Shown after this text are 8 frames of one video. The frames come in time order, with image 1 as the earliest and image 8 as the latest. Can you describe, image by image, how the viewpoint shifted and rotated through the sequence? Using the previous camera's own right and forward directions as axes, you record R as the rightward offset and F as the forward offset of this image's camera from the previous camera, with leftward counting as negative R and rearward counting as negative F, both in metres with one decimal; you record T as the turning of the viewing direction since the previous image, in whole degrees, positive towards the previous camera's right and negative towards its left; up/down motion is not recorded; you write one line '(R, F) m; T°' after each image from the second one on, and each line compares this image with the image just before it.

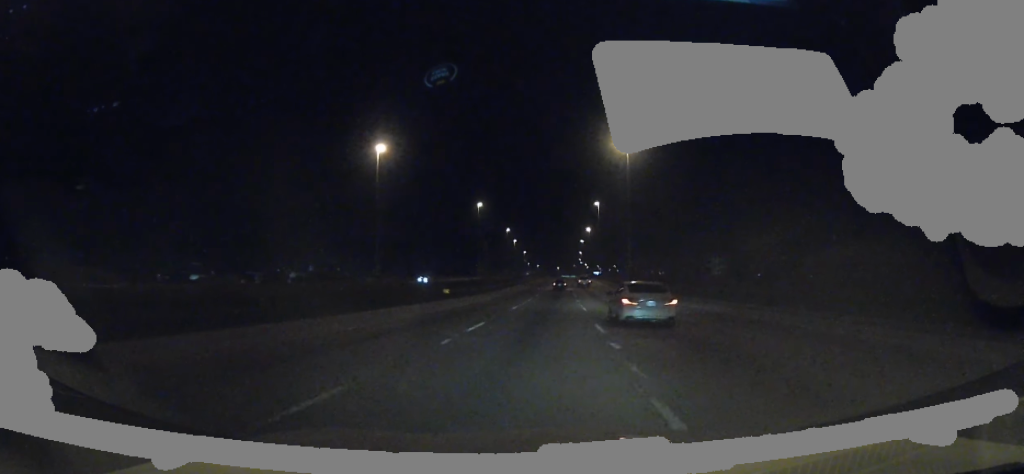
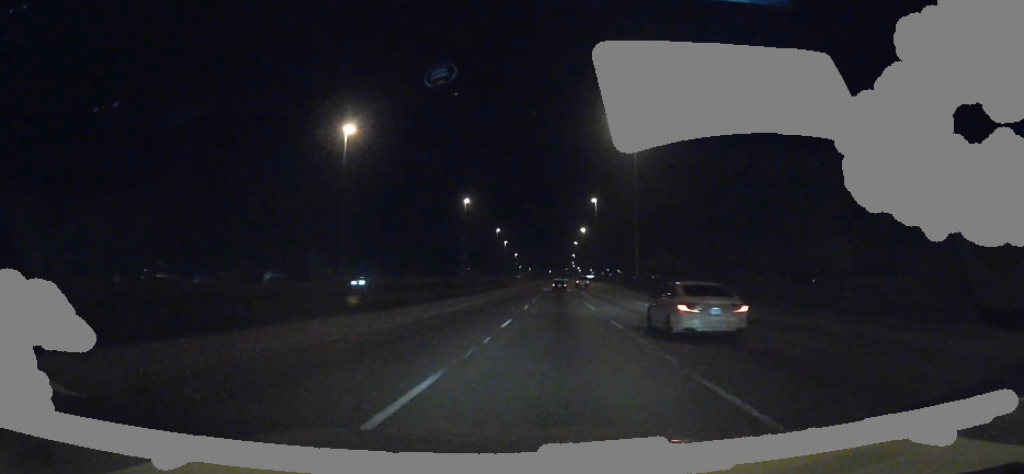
(0.0, +22.3) m; 0°
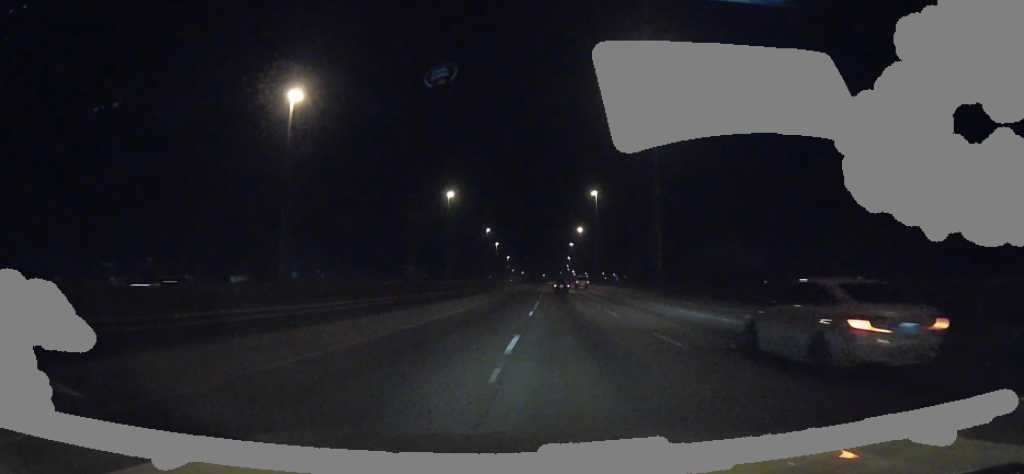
(-0.1, +30.8) m; +1°
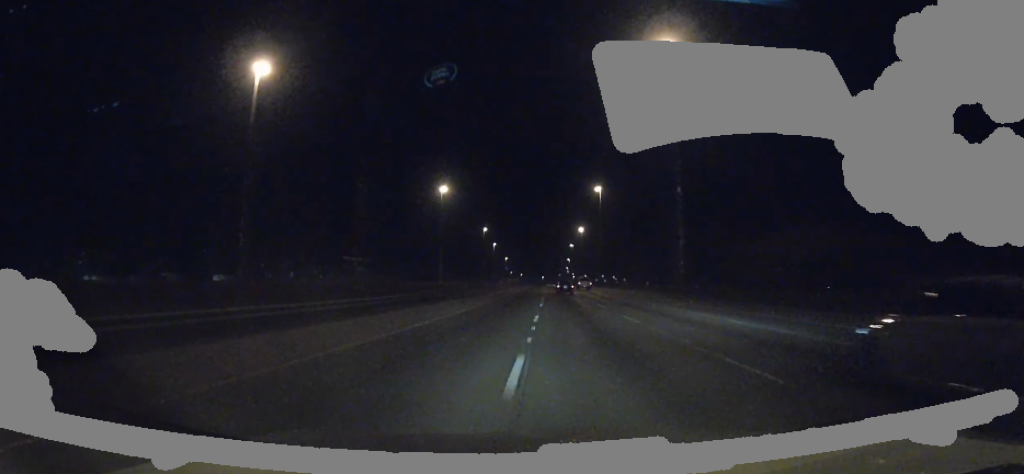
(+0.2, +16.8) m; 0°
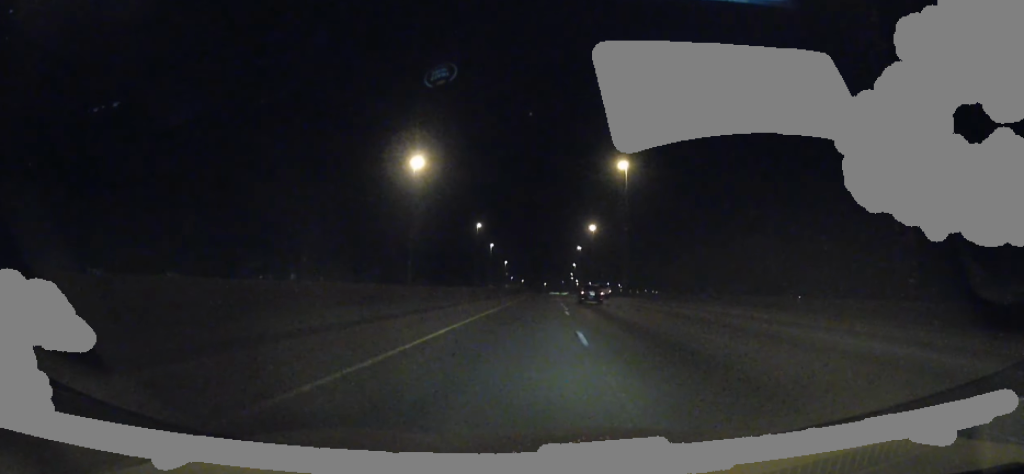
(0.0, +55.2) m; 0°
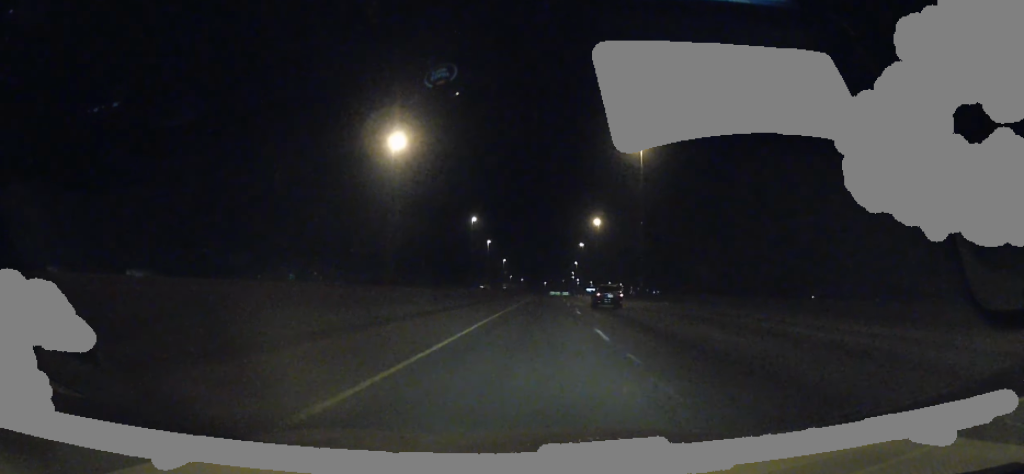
(0.0, +22.5) m; 0°
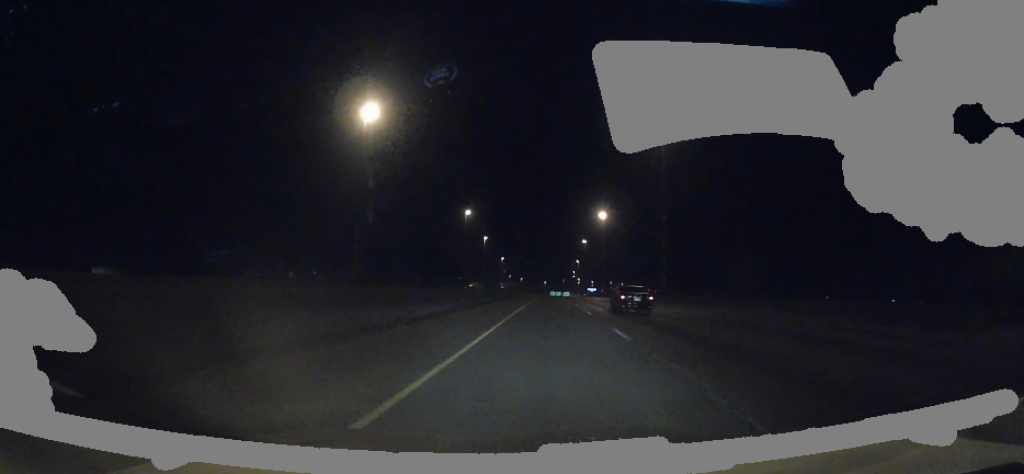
(+0.2, +24.8) m; 0°
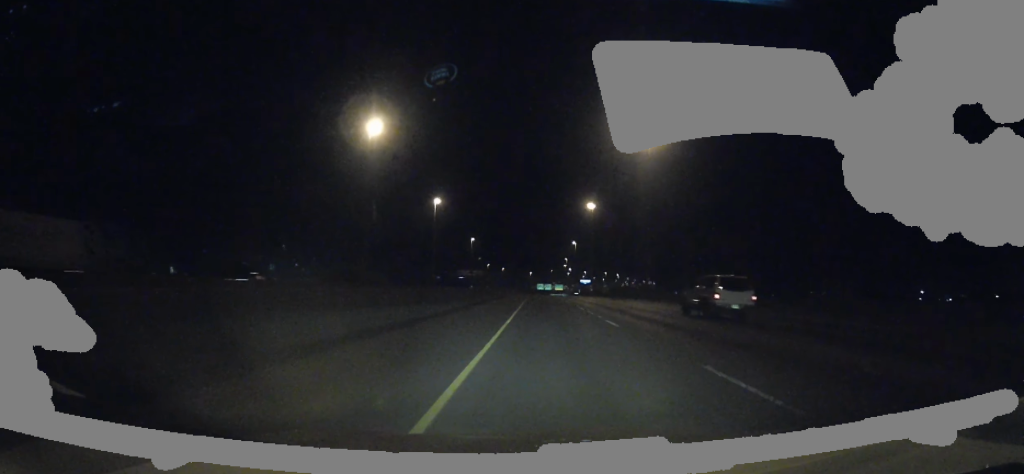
(+2.3, +130.5) m; +1°
